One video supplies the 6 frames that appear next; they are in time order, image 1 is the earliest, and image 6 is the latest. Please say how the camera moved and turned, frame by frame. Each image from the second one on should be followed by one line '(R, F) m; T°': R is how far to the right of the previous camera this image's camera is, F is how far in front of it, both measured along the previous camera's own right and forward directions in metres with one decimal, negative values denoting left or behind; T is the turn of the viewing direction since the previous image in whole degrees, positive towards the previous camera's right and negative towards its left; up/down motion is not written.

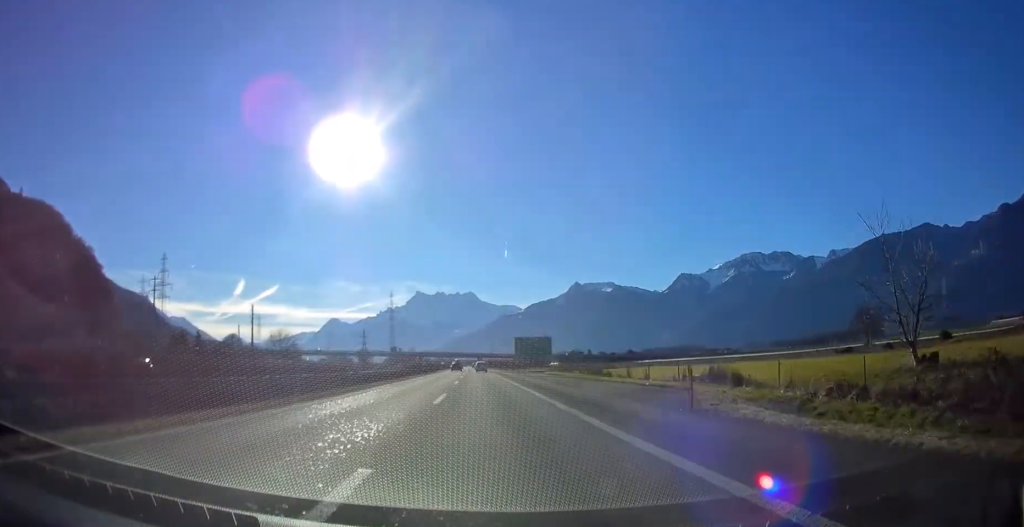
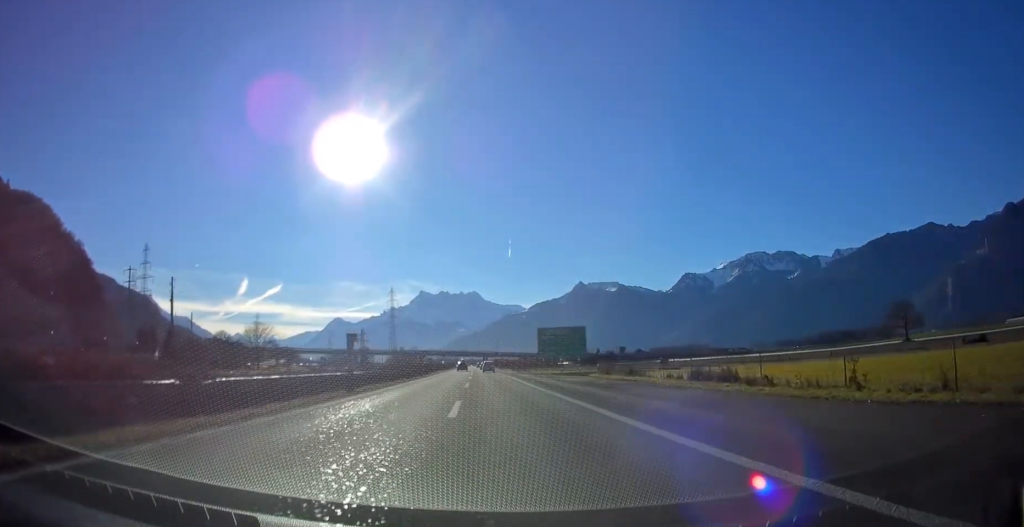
(-0.1, +22.5) m; 0°
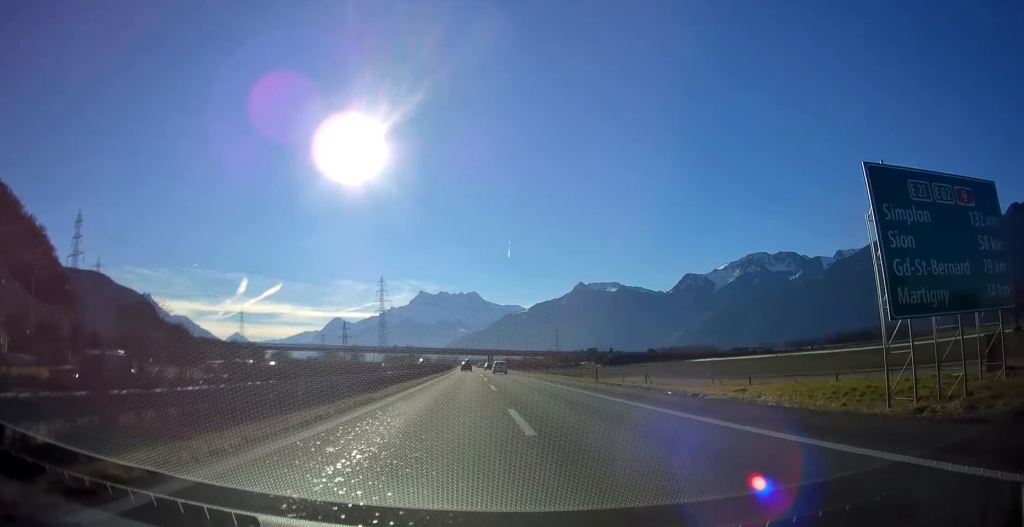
(-0.5, +58.5) m; -1°
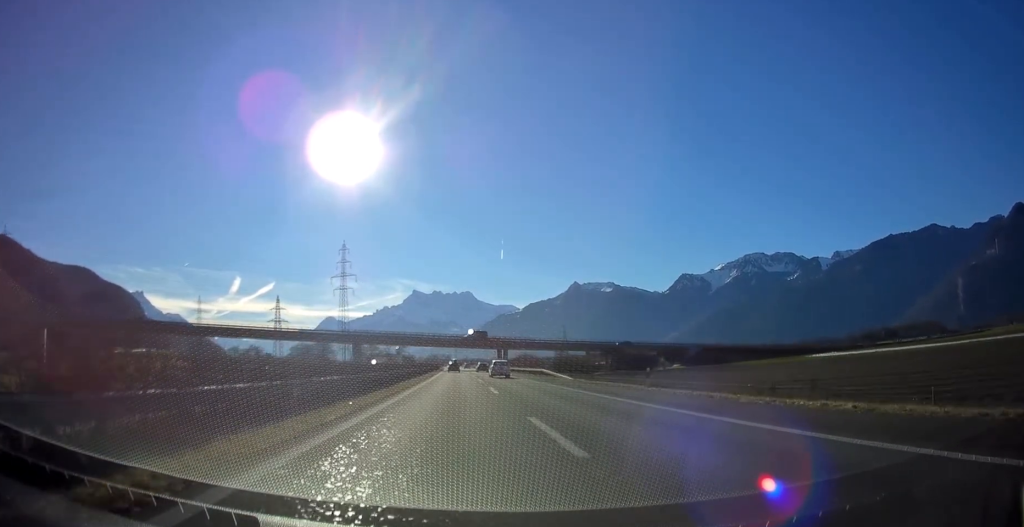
(+0.7, +110.4) m; 0°
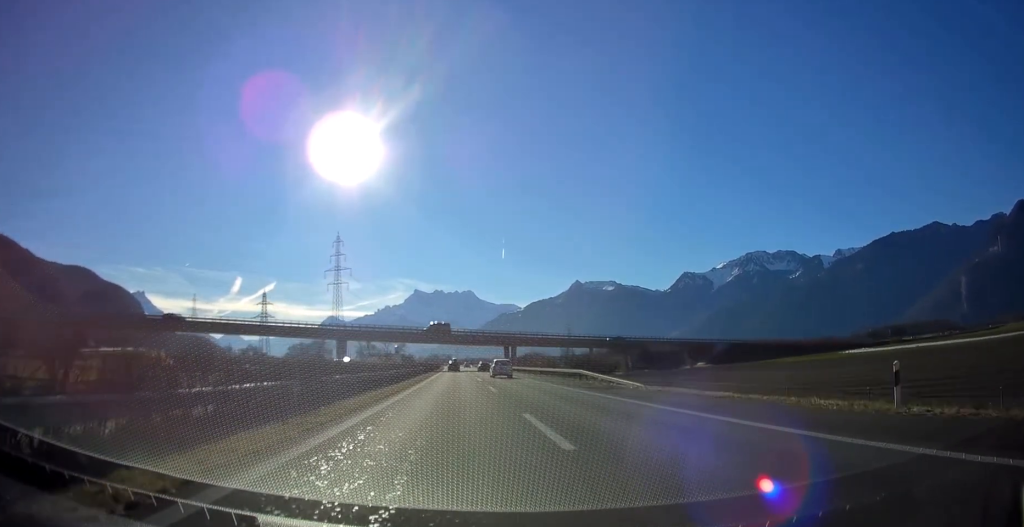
(0.0, +16.9) m; 0°
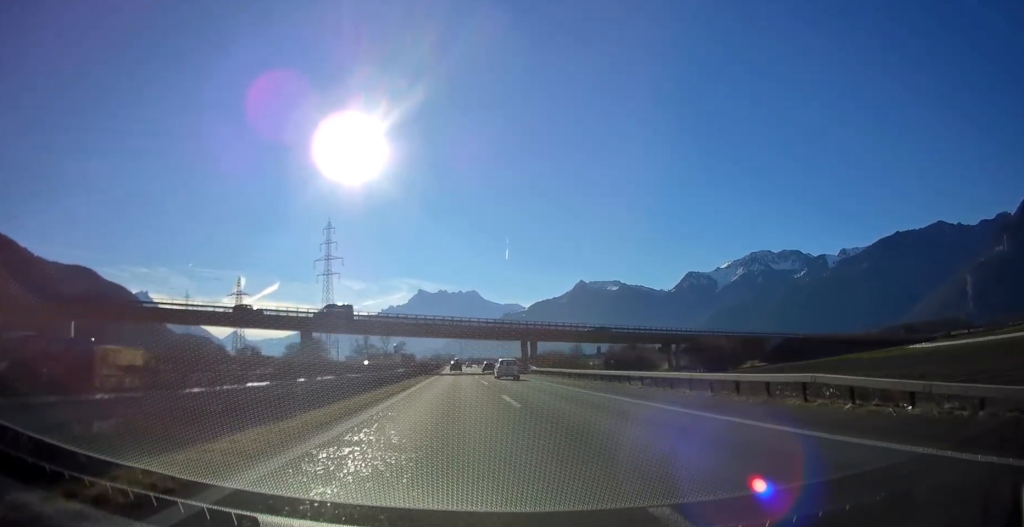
(-0.1, +28.2) m; 0°
